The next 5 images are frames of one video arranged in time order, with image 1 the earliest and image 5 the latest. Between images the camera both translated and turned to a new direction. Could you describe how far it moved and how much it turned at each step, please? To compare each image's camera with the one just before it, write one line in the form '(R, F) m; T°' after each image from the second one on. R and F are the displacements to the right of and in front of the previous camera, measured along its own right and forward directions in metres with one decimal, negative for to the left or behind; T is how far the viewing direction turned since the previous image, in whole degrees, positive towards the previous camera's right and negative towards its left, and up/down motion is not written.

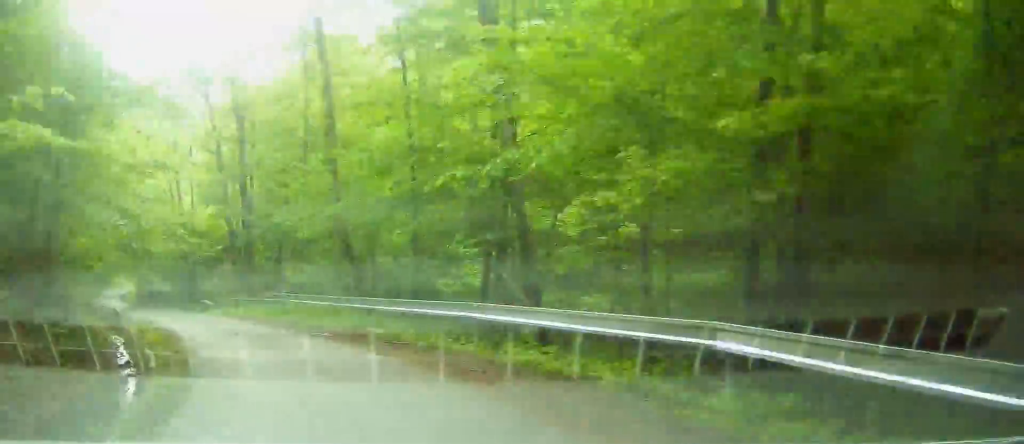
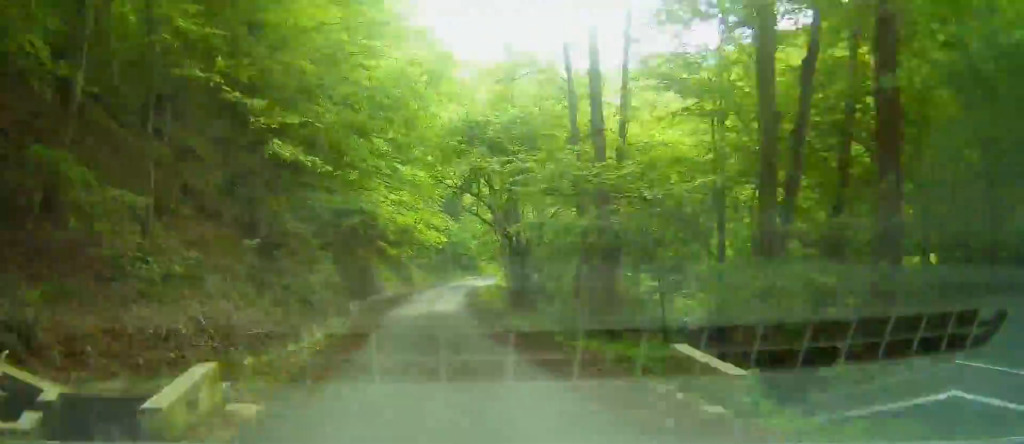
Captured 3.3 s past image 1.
(-6.3, +28.3) m; -14°
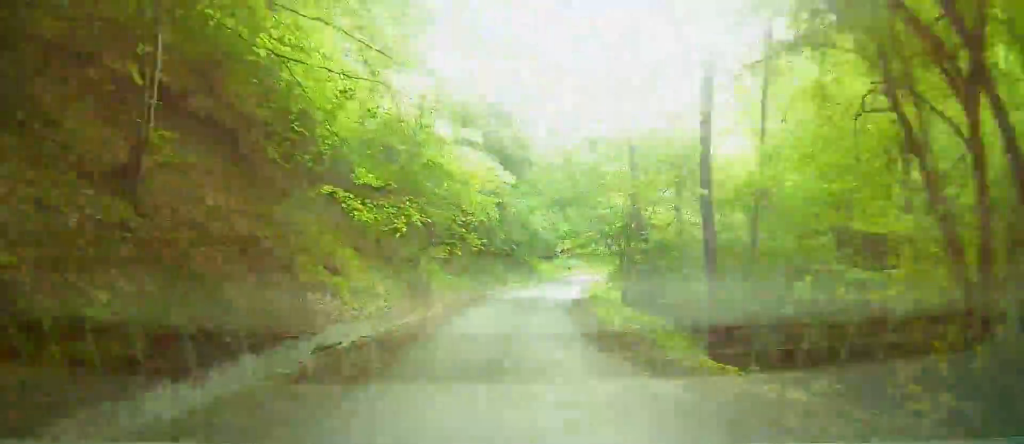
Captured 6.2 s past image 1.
(-1.8, +27.1) m; +1°
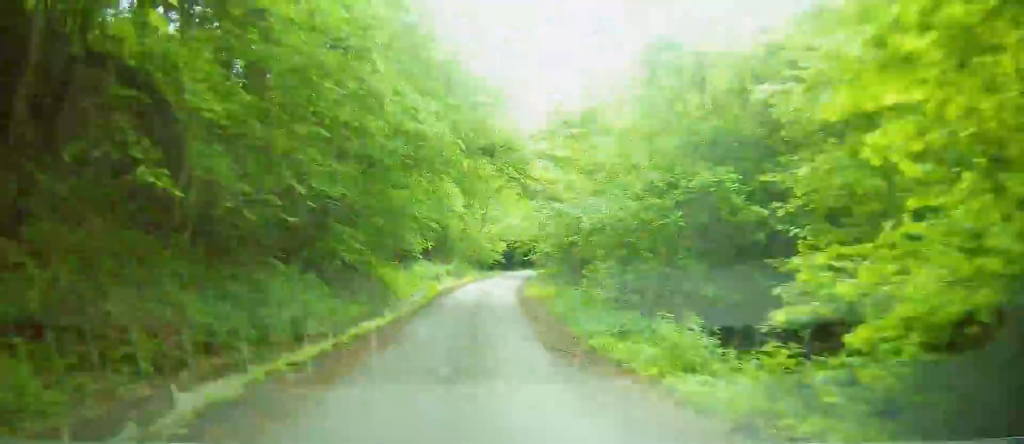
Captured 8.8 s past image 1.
(+1.7, +25.2) m; +5°
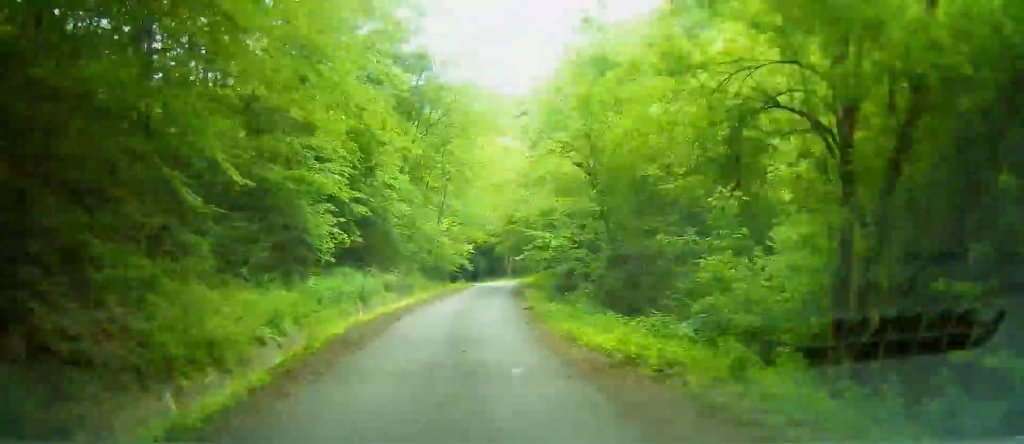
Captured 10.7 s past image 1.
(0.0, +18.3) m; +4°
